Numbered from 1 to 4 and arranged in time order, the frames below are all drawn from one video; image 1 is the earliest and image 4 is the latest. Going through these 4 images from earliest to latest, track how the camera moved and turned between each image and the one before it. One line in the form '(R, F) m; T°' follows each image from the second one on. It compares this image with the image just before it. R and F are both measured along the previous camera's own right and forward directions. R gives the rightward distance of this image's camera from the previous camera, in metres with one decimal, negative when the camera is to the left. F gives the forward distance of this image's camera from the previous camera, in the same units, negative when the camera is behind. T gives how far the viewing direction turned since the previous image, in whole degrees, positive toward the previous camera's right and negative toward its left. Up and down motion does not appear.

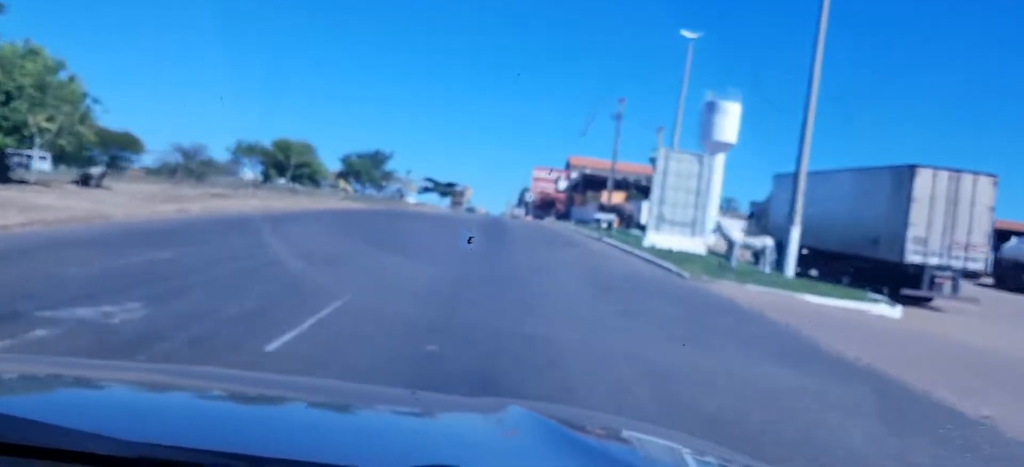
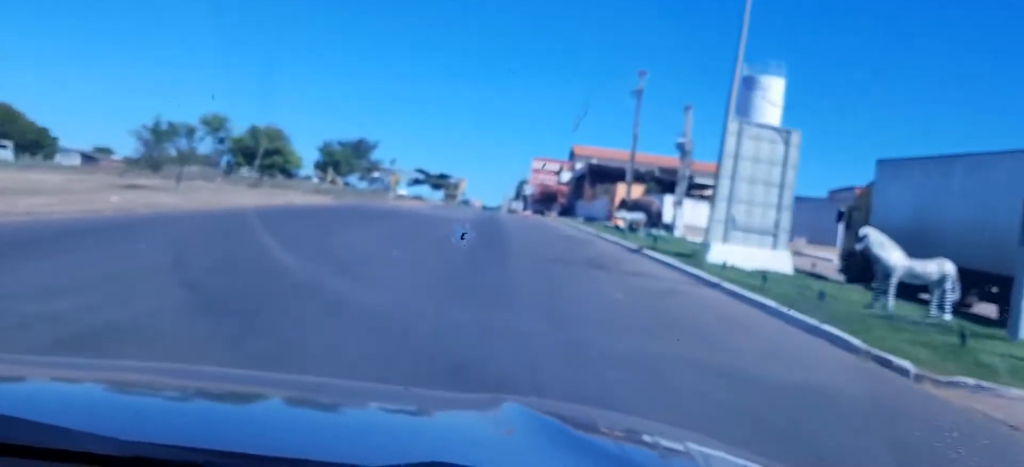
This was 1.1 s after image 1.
(+0.1, +12.4) m; 0°
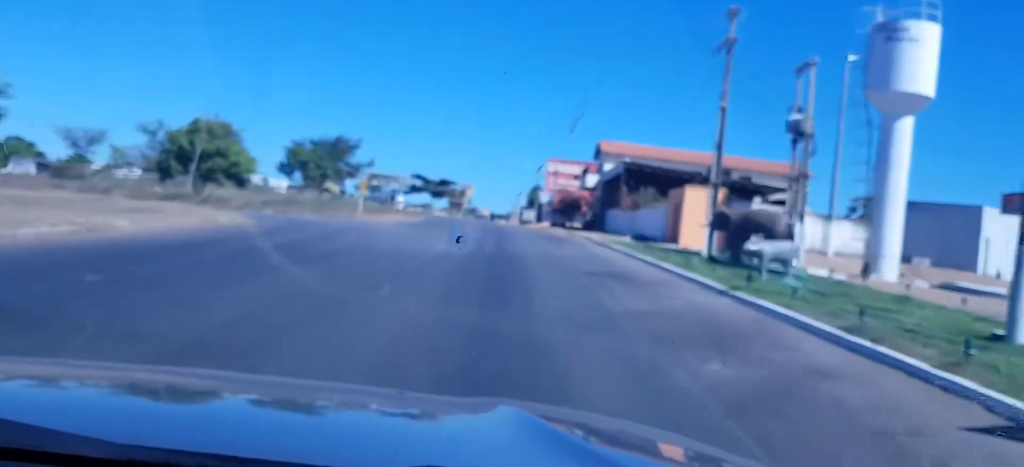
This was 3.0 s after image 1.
(-0.1, +21.1) m; 0°
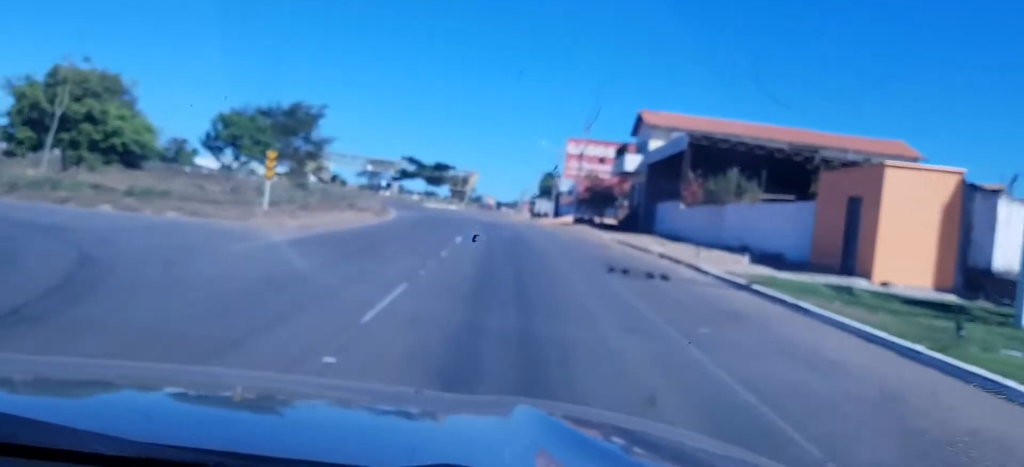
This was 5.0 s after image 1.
(-0.1, +24.1) m; 0°
